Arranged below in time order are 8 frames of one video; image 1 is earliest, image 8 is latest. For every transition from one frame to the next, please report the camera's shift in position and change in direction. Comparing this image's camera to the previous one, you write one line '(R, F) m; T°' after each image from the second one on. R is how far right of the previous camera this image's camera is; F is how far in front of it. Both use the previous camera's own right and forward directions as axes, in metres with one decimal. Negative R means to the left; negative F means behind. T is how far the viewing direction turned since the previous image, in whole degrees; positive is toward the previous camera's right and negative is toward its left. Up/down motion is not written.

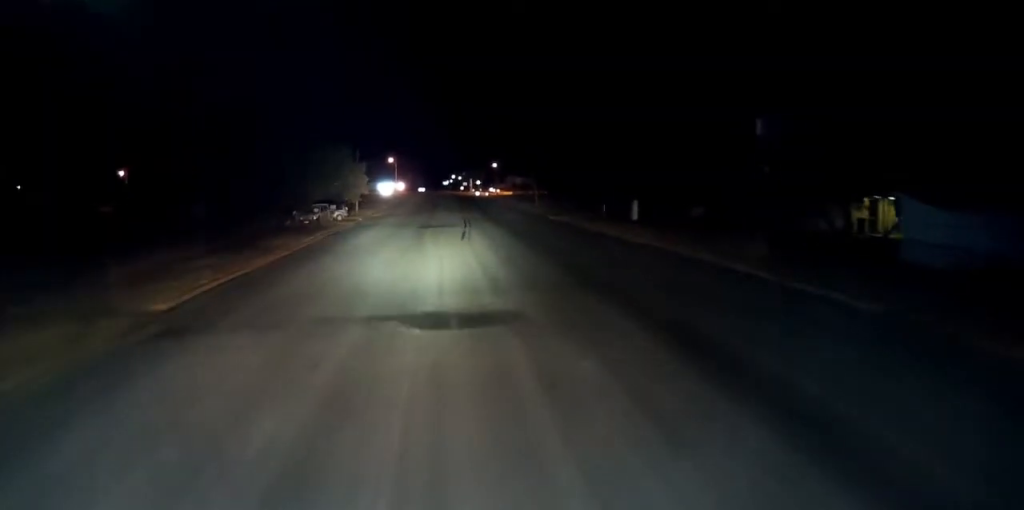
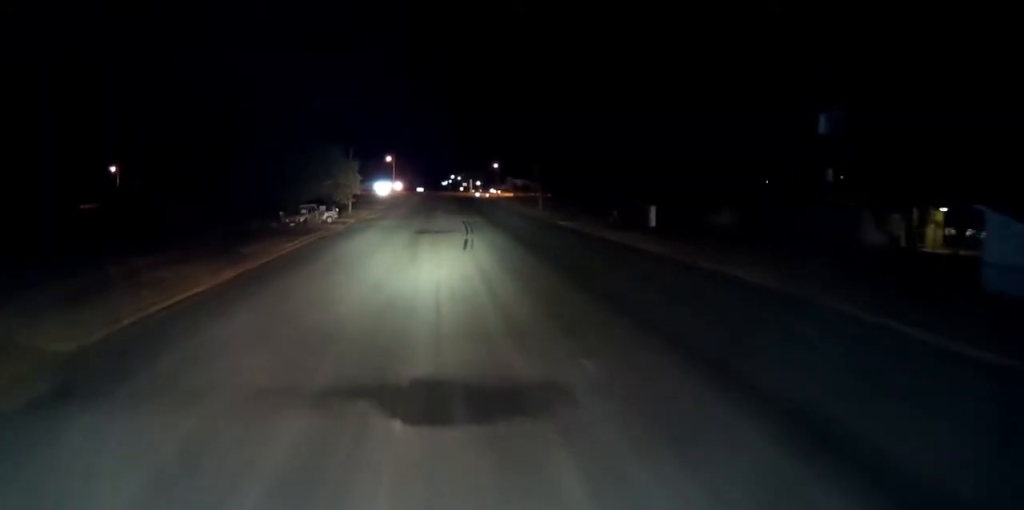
(0.0, +5.9) m; 0°
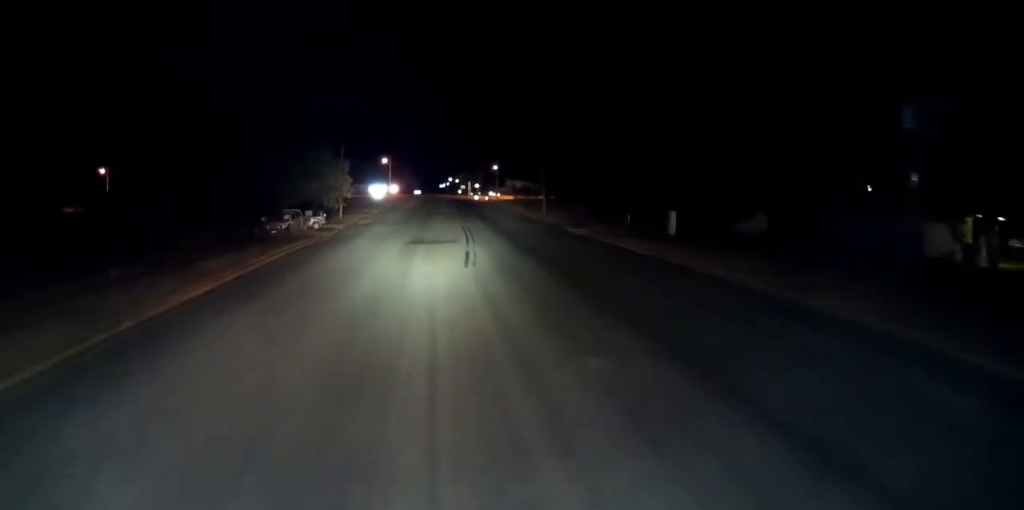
(0.0, +5.9) m; 0°
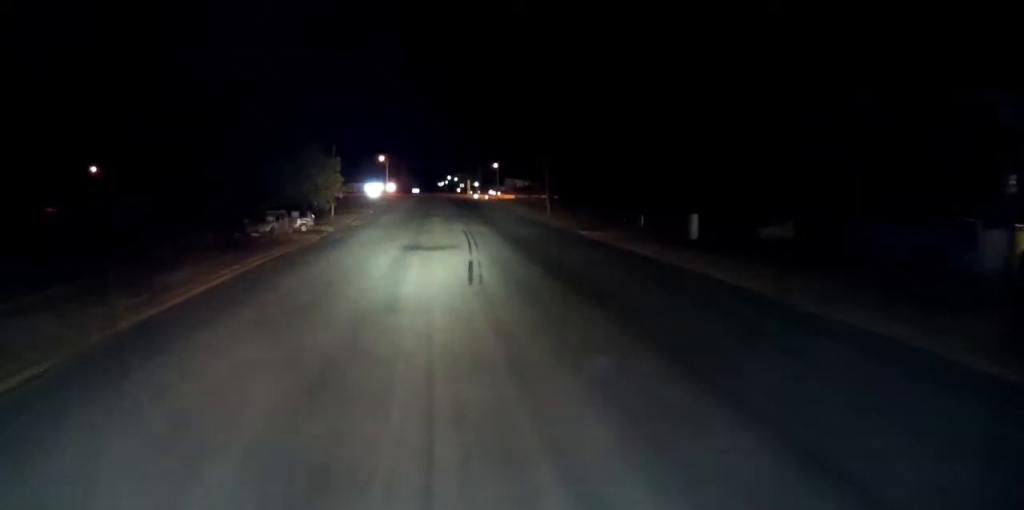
(0.0, +5.2) m; 0°
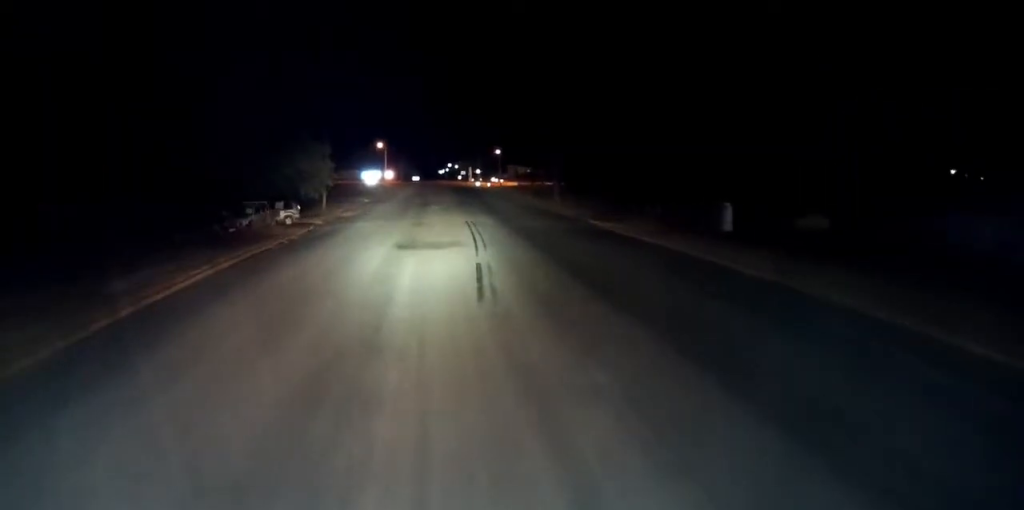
(0.0, +6.0) m; 0°
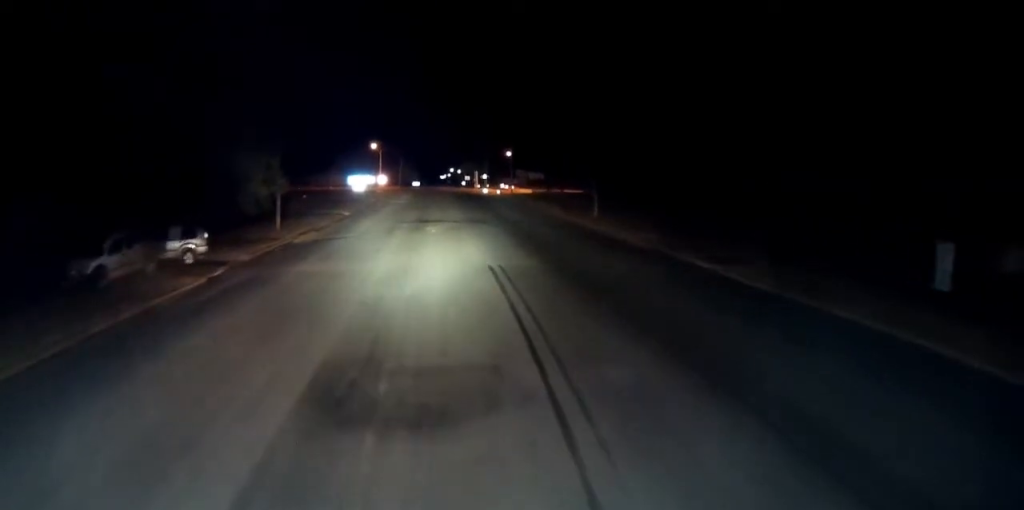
(-0.1, +21.4) m; 0°
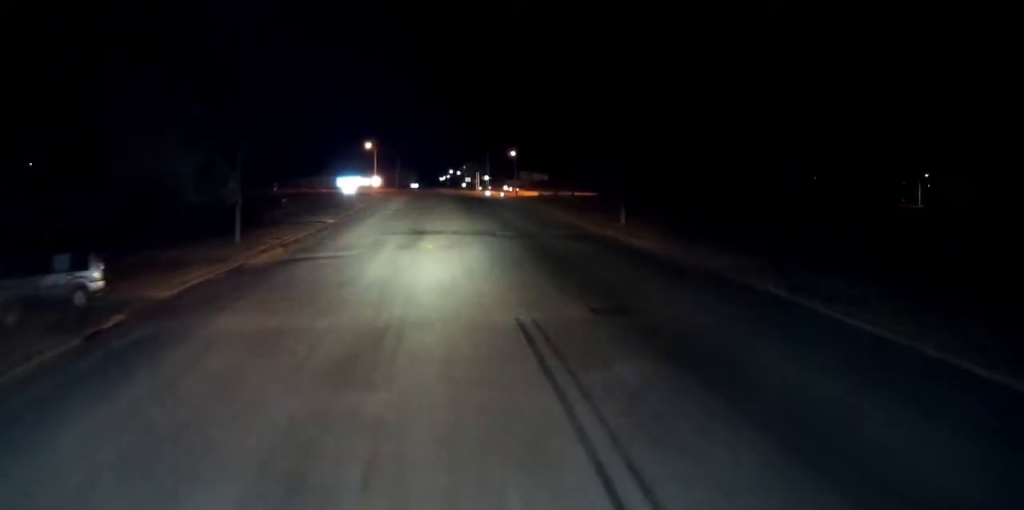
(+0.2, +10.0) m; +1°
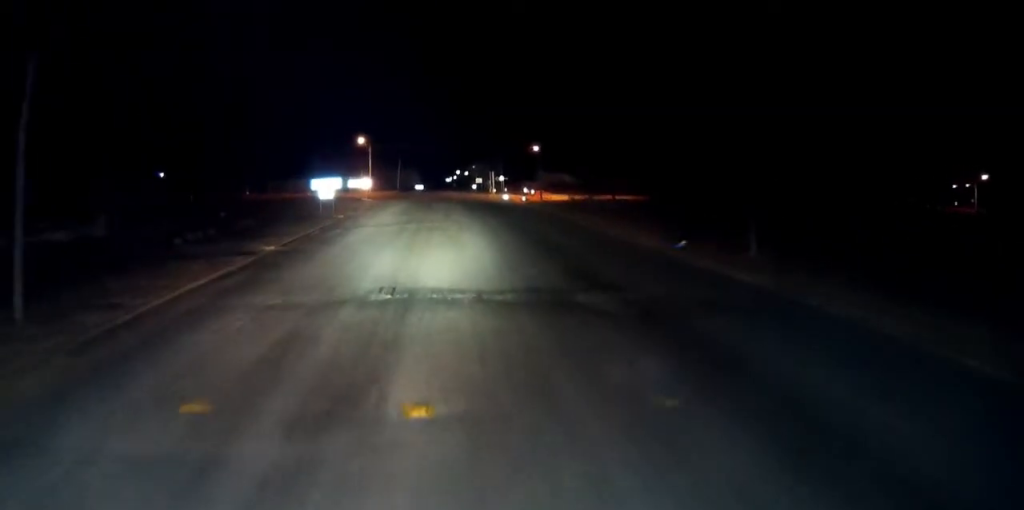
(+0.1, +21.9) m; 0°
